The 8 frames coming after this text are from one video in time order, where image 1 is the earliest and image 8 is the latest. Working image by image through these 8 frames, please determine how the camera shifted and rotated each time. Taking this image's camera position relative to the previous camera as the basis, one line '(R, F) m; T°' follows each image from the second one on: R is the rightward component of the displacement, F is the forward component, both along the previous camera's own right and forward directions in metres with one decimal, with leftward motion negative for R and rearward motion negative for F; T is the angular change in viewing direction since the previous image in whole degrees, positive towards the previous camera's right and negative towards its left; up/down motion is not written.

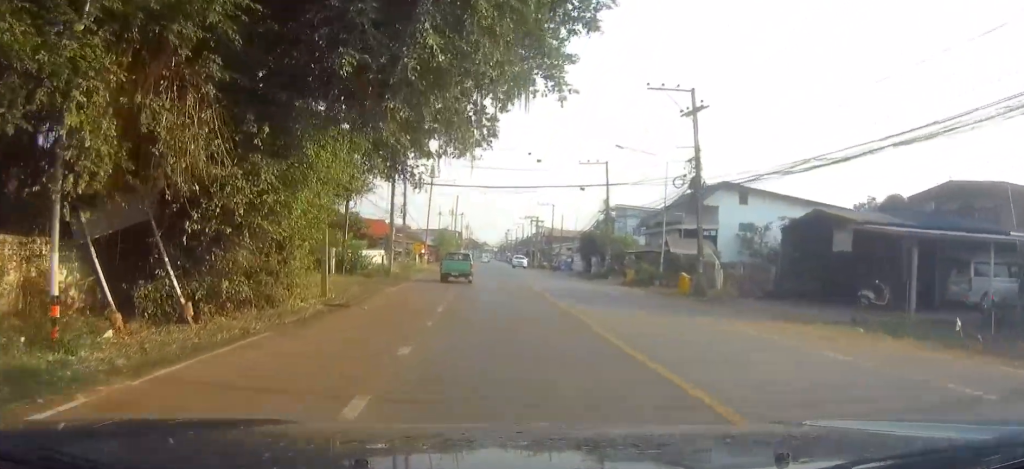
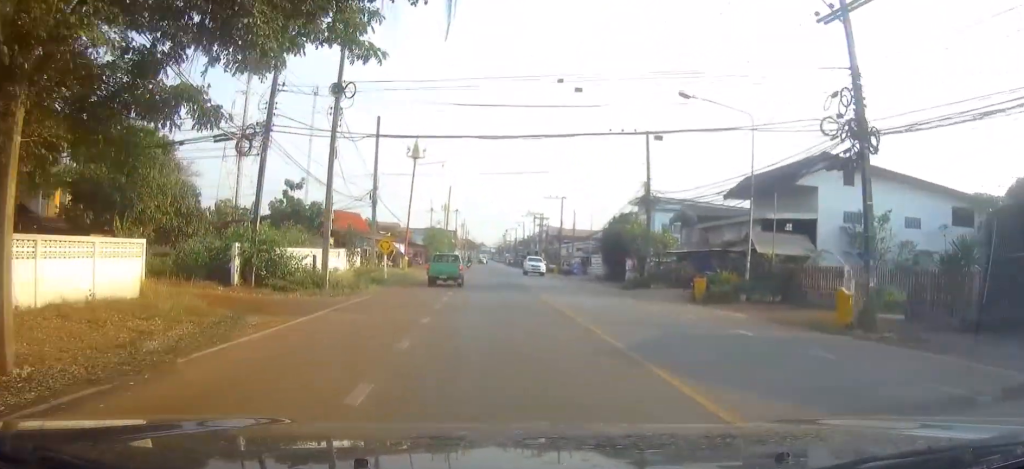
(-0.2, +15.9) m; -2°
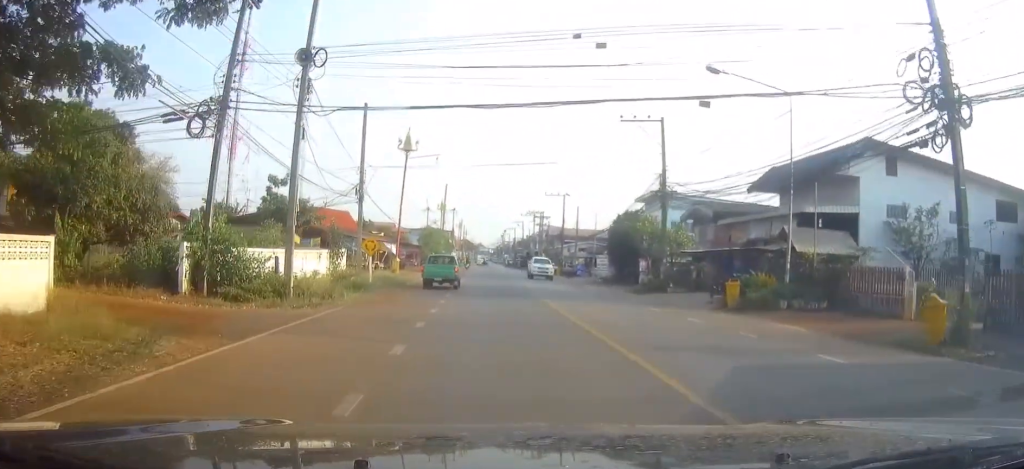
(0.0, +4.5) m; 0°
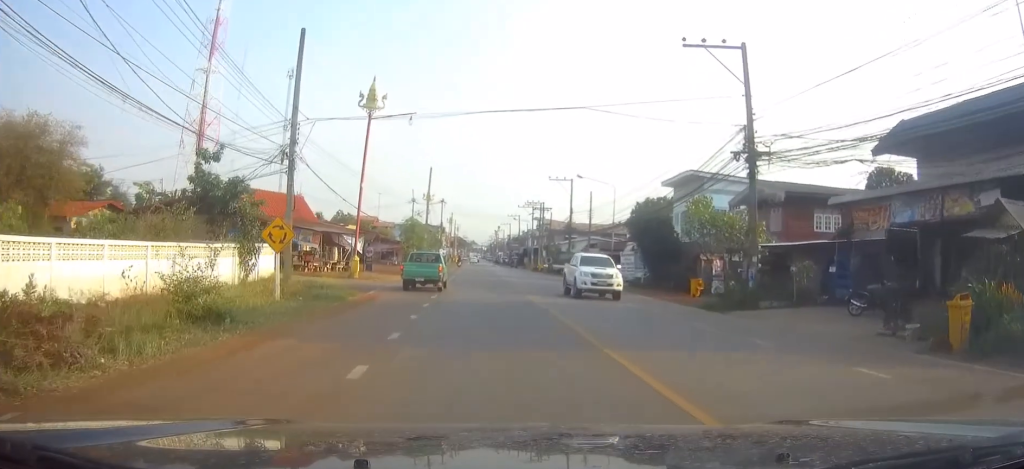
(+0.3, +14.9) m; +2°
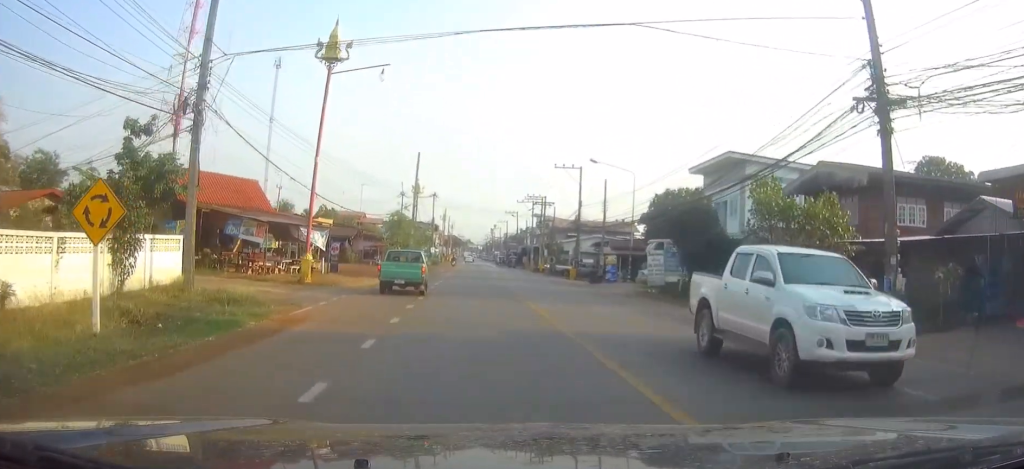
(+0.1, +10.2) m; +1°
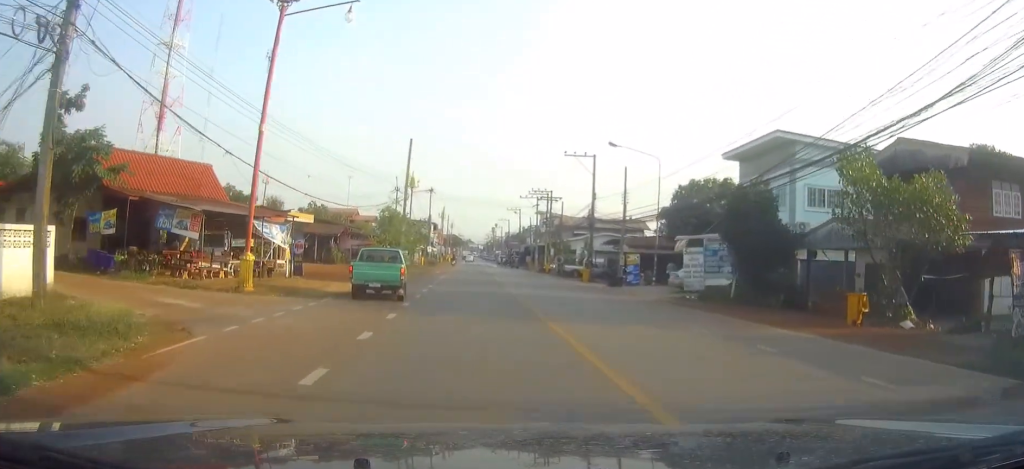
(+0.1, +7.4) m; 0°
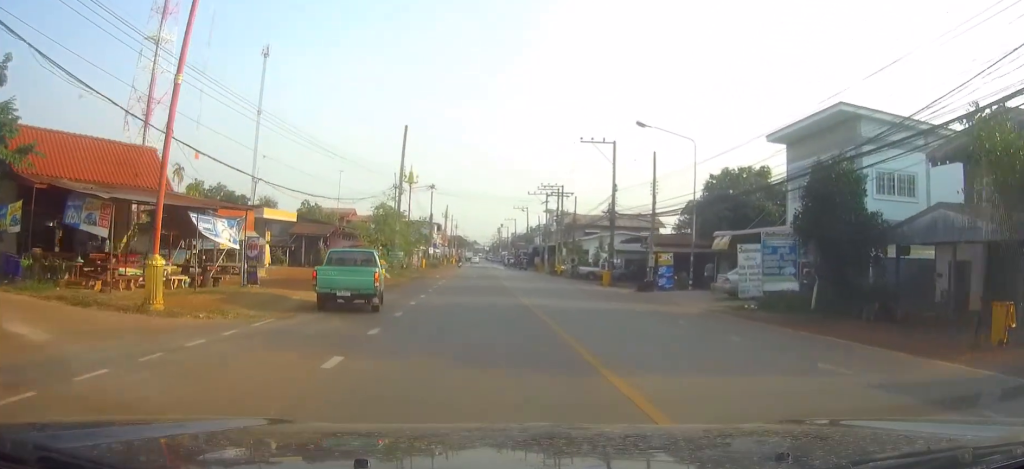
(+0.1, +7.1) m; 0°
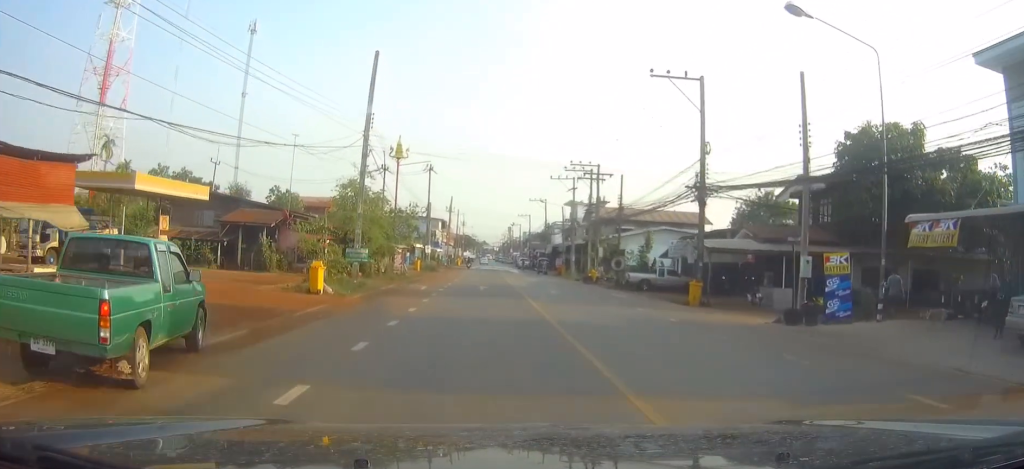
(-0.3, +18.6) m; -1°
